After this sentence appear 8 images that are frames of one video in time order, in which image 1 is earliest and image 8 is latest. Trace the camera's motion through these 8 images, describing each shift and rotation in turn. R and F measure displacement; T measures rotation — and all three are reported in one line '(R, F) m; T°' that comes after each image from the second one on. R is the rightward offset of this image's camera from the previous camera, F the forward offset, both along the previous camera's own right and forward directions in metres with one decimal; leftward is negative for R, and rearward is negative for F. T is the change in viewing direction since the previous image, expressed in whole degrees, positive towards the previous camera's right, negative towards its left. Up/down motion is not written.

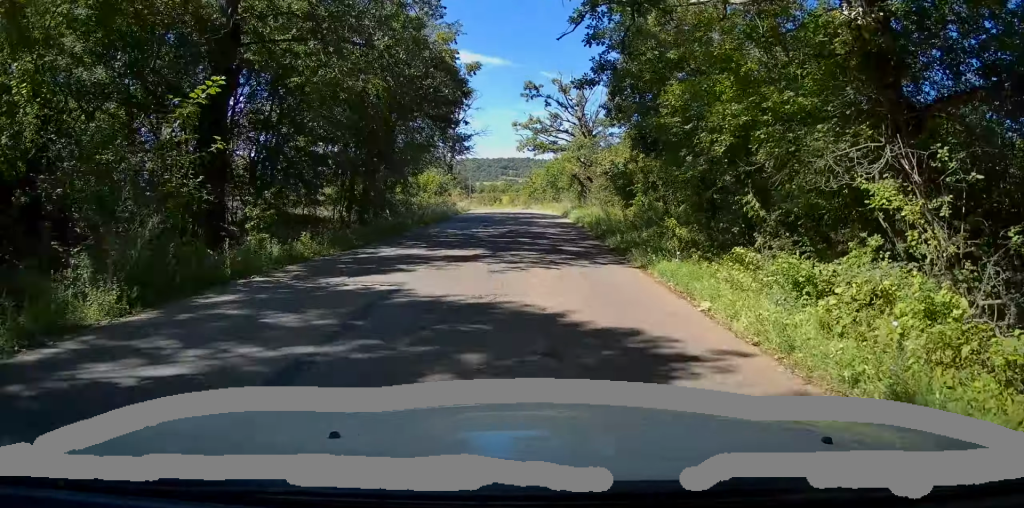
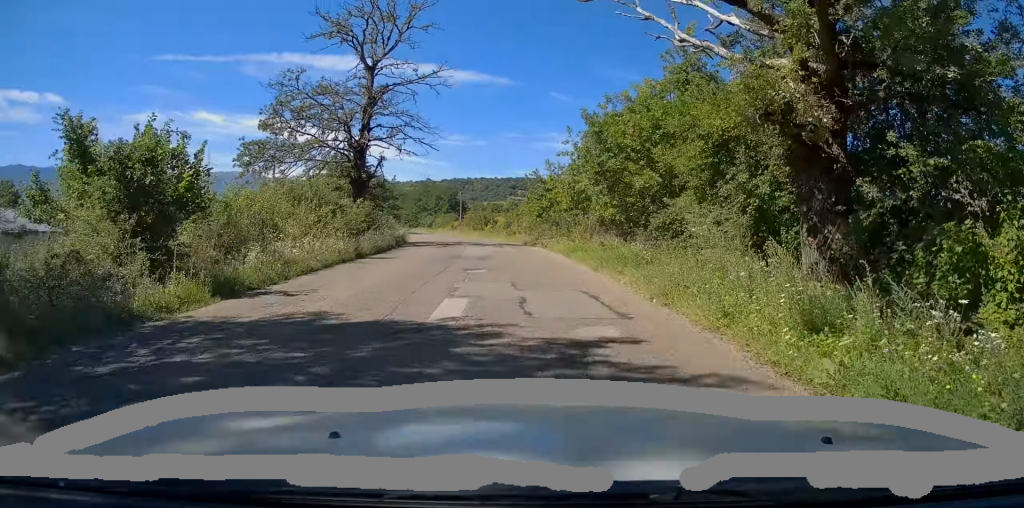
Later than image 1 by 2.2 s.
(+1.1, +36.9) m; -1°
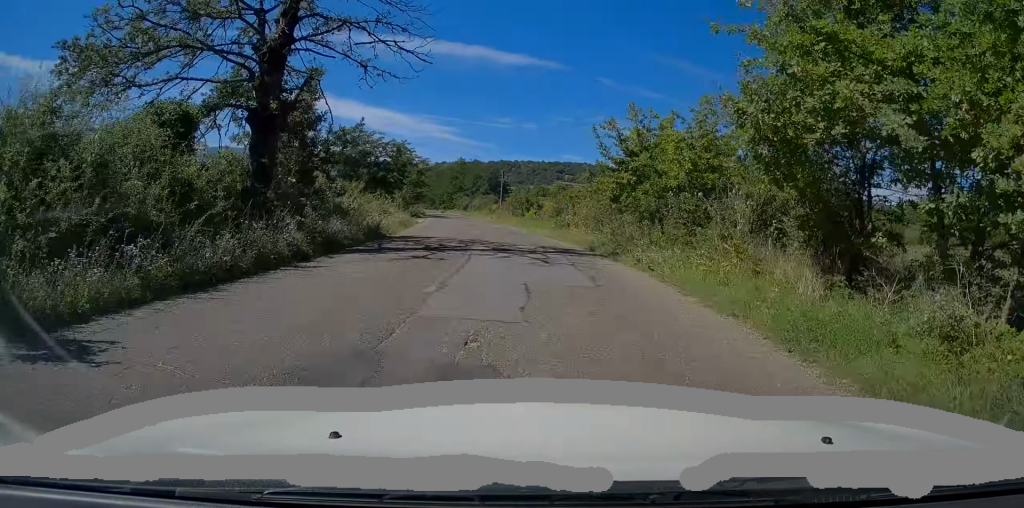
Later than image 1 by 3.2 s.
(-0.9, +15.5) m; -4°
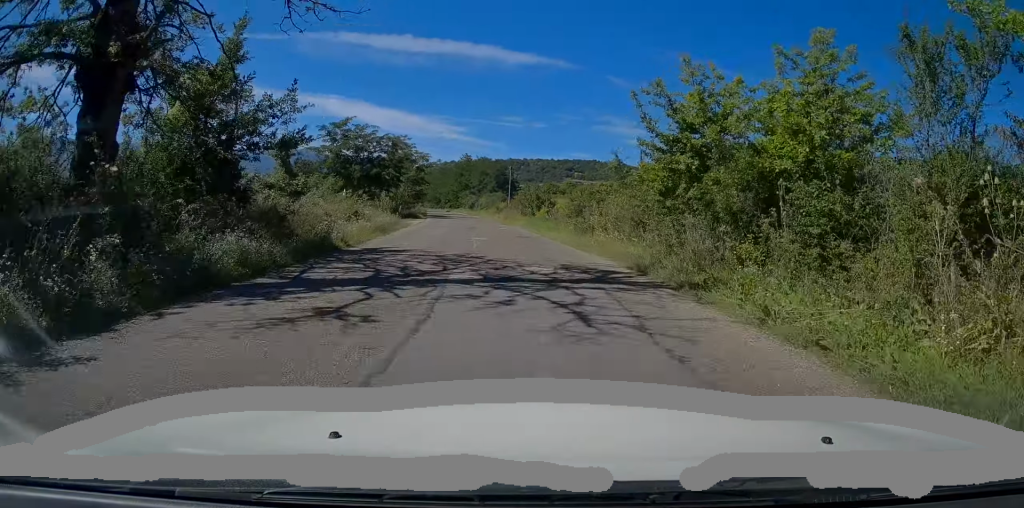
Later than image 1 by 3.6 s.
(-0.1, +6.6) m; -1°
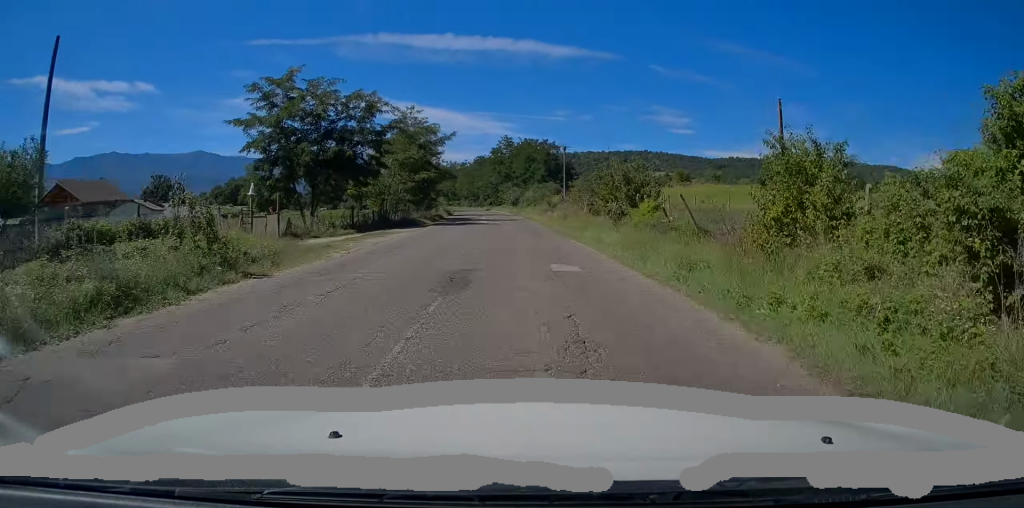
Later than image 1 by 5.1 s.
(-0.6, +24.6) m; -4°
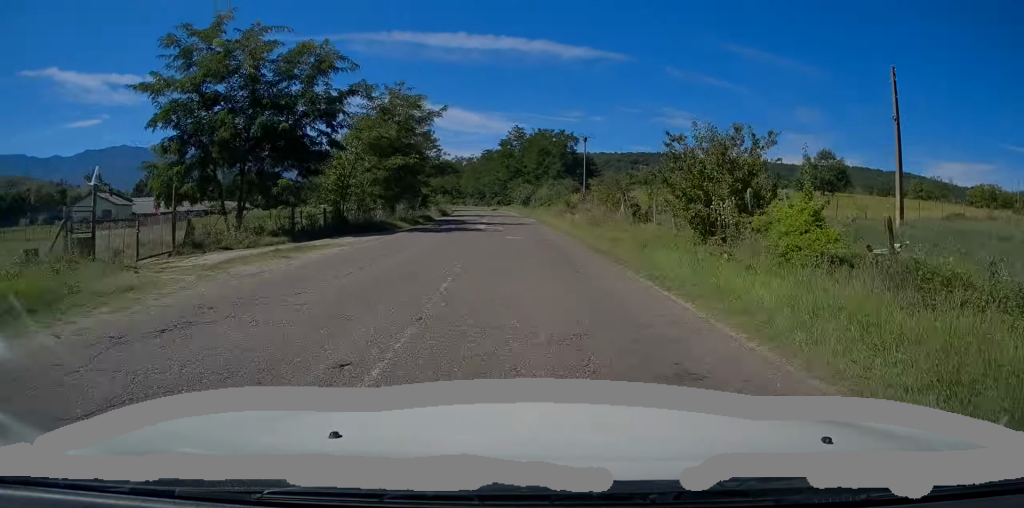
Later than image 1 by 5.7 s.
(-0.2, +11.2) m; -1°
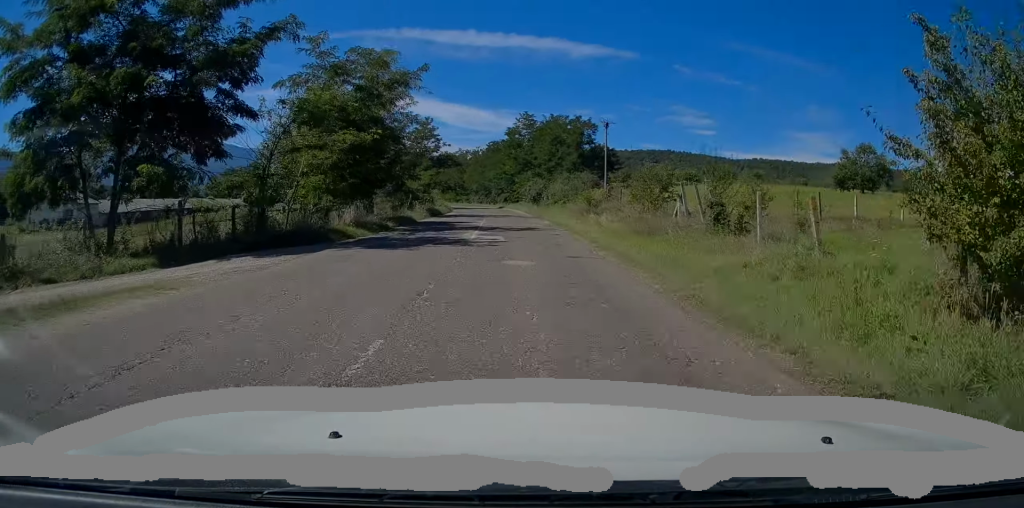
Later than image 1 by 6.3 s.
(-0.1, +9.6) m; -1°
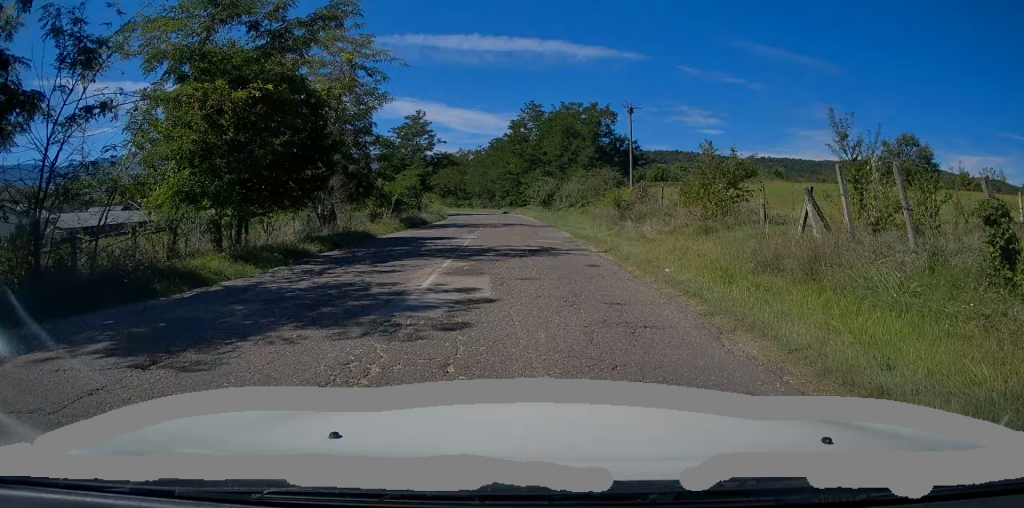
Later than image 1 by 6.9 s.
(0.0, +9.7) m; -1°
